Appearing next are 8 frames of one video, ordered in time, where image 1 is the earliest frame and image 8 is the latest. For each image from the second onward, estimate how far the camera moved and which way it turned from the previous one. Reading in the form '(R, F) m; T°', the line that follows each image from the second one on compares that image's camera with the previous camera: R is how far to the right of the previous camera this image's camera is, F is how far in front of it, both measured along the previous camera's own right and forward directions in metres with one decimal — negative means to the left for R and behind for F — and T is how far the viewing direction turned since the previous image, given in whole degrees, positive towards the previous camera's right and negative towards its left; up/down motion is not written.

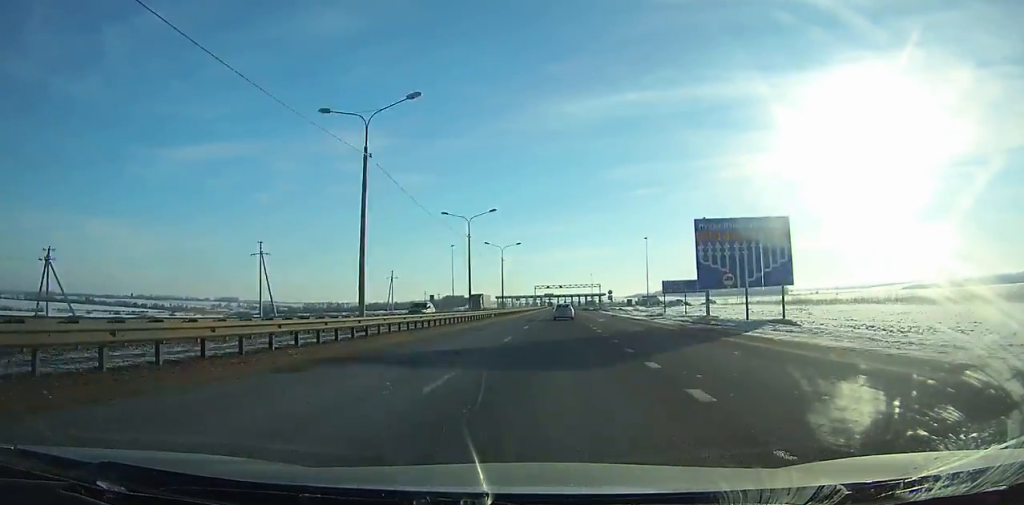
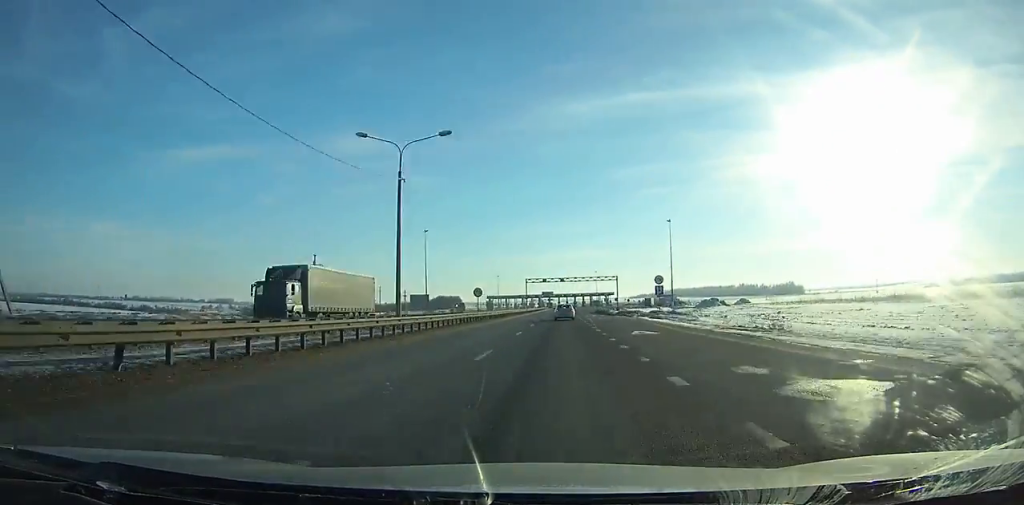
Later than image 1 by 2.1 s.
(0.0, +53.4) m; 0°
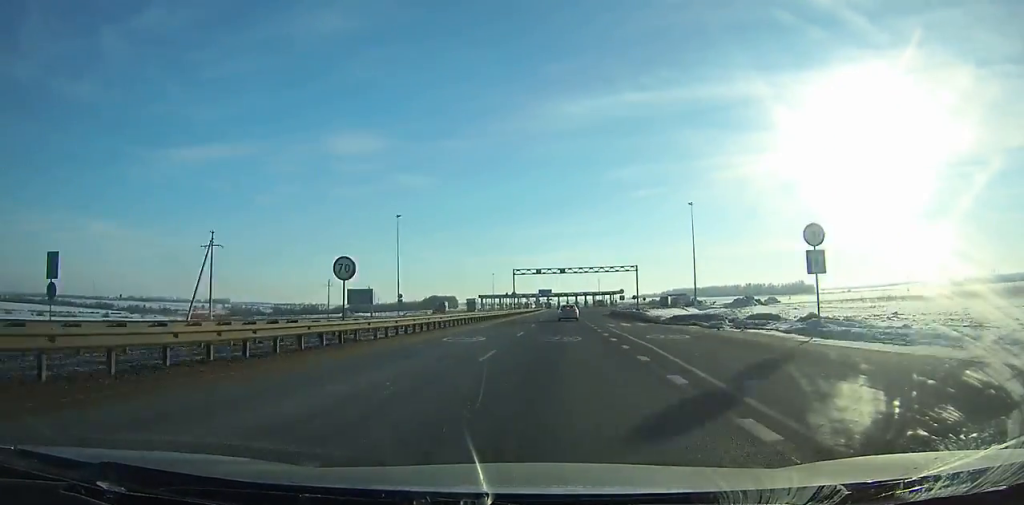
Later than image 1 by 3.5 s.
(-0.3, +35.1) m; 0°
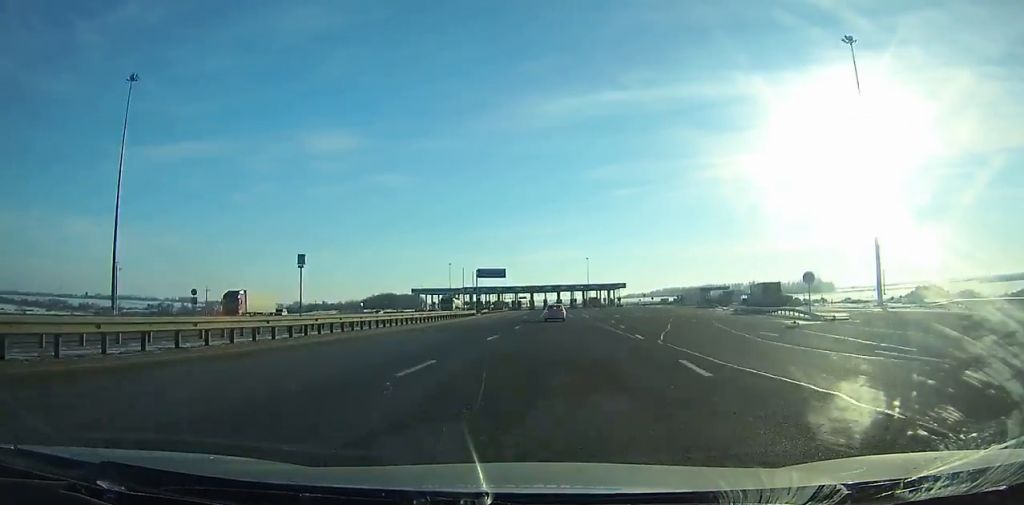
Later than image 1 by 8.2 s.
(+1.6, +106.2) m; +1°
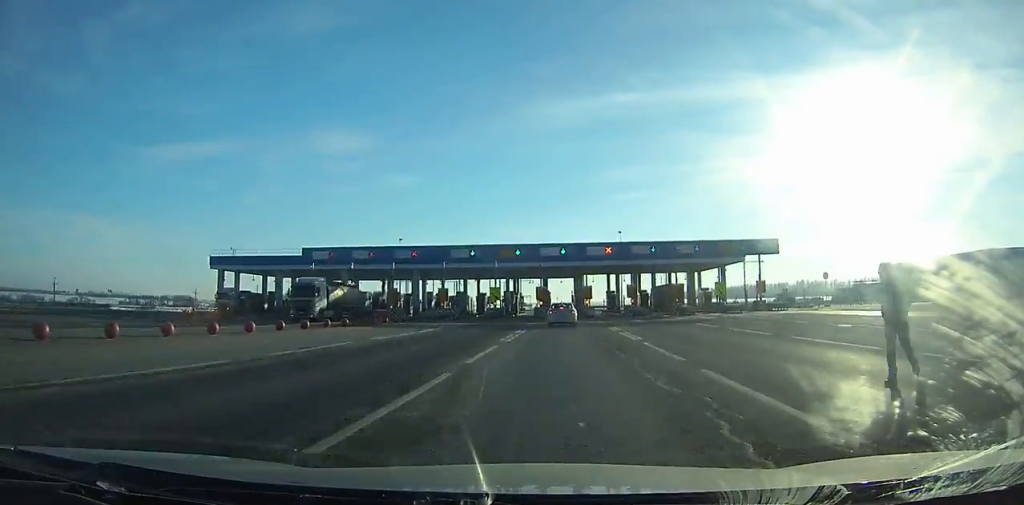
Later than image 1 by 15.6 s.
(-1.5, +127.0) m; -1°
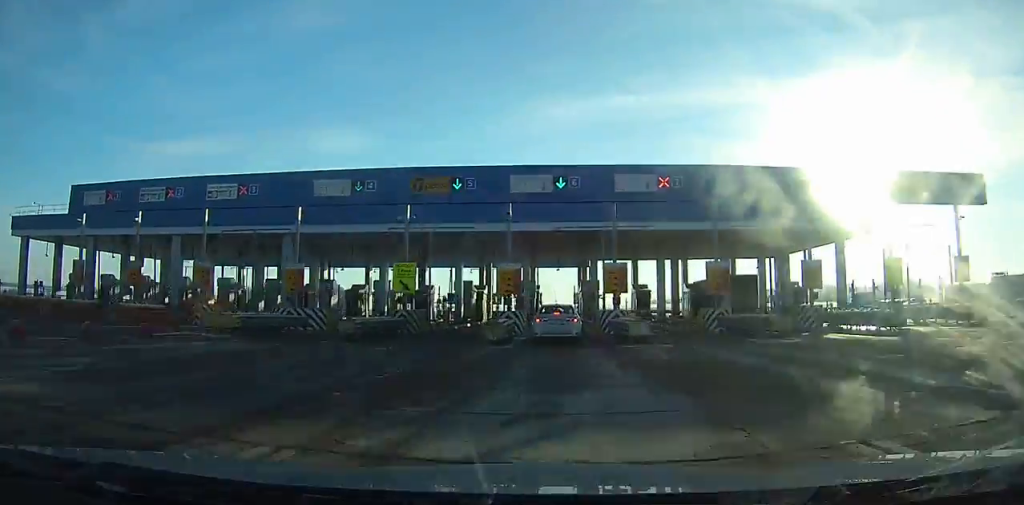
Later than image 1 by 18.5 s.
(0.0, +30.9) m; 0°
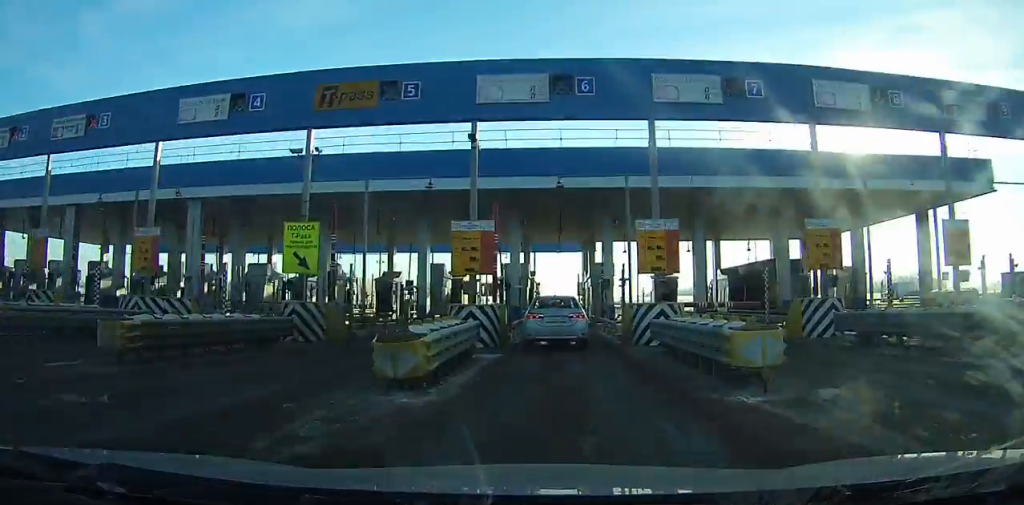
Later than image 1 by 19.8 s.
(0.0, +9.5) m; 0°
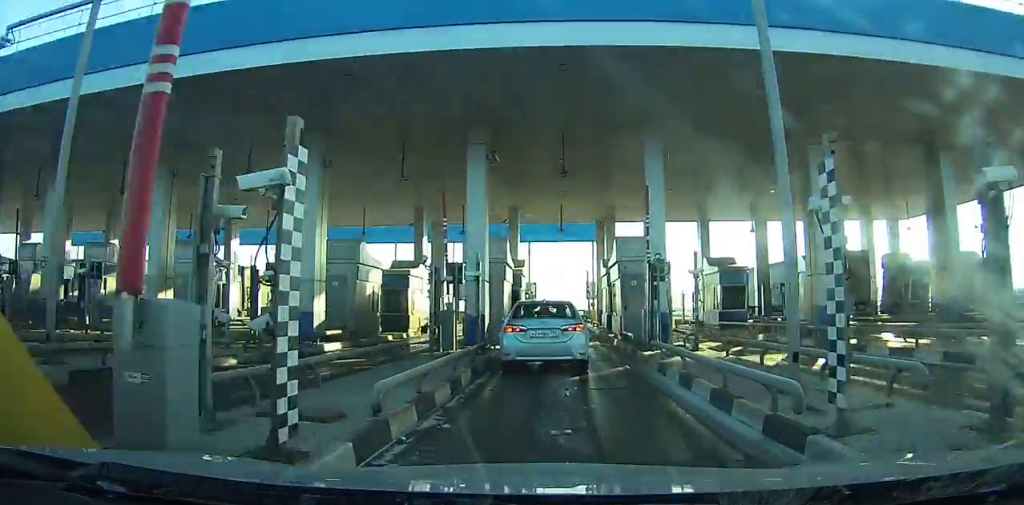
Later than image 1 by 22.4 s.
(0.0, +15.7) m; 0°
